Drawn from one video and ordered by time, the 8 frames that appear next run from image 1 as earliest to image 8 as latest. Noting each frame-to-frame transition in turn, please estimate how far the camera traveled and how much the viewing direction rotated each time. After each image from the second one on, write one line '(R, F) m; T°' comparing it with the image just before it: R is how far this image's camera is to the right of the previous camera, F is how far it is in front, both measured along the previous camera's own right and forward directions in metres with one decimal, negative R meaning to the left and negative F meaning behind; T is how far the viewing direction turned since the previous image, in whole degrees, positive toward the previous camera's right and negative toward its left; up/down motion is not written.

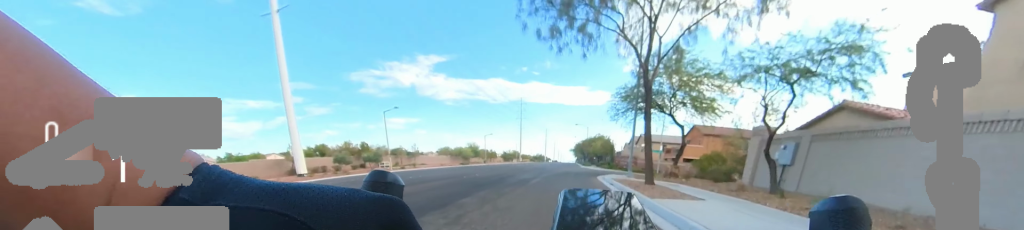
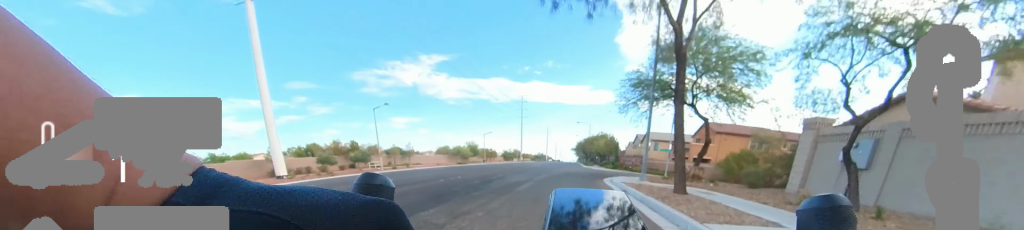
(0.0, +3.1) m; 0°
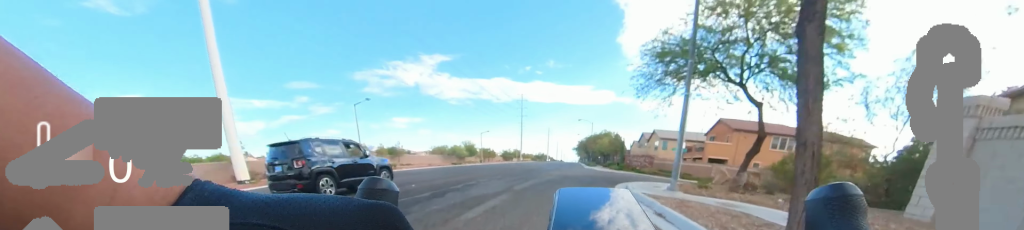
(0.0, +4.4) m; 0°
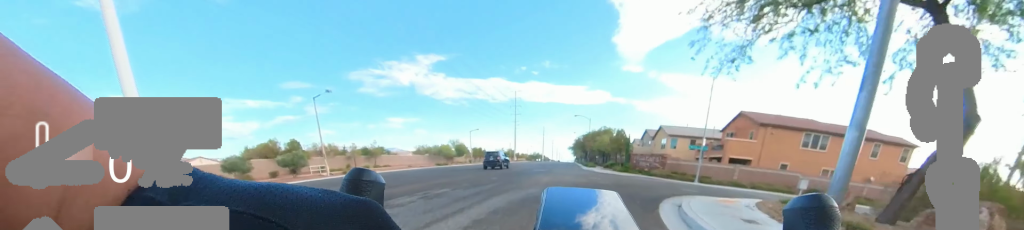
(0.0, +5.9) m; 0°
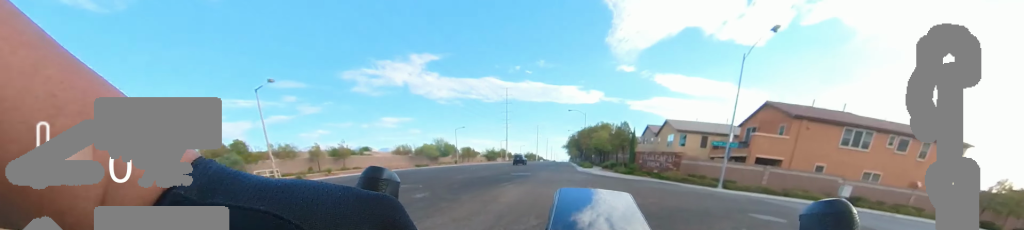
(0.0, +6.0) m; 0°
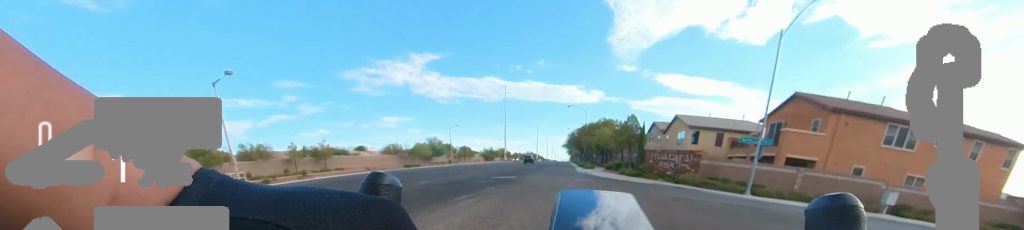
(0.0, +3.8) m; 0°
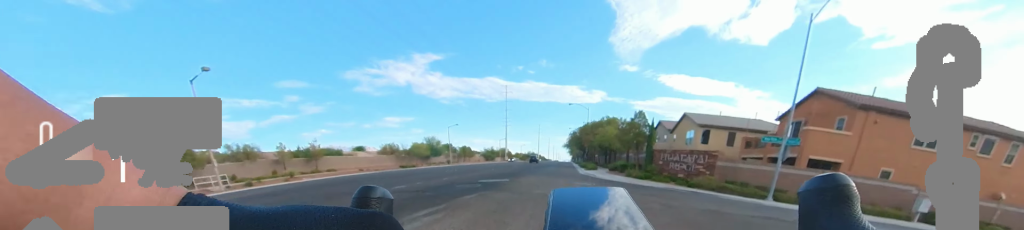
(0.0, +2.0) m; 0°
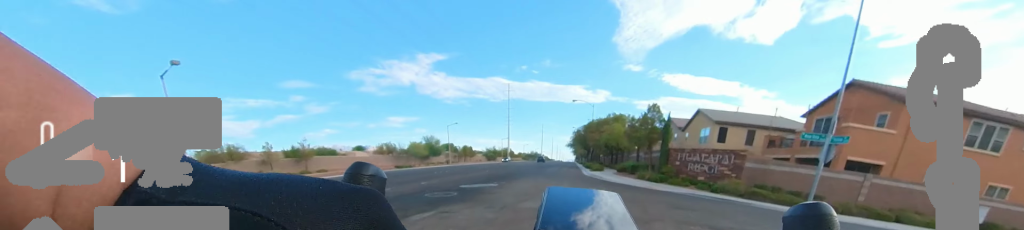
(0.0, +2.6) m; 0°
